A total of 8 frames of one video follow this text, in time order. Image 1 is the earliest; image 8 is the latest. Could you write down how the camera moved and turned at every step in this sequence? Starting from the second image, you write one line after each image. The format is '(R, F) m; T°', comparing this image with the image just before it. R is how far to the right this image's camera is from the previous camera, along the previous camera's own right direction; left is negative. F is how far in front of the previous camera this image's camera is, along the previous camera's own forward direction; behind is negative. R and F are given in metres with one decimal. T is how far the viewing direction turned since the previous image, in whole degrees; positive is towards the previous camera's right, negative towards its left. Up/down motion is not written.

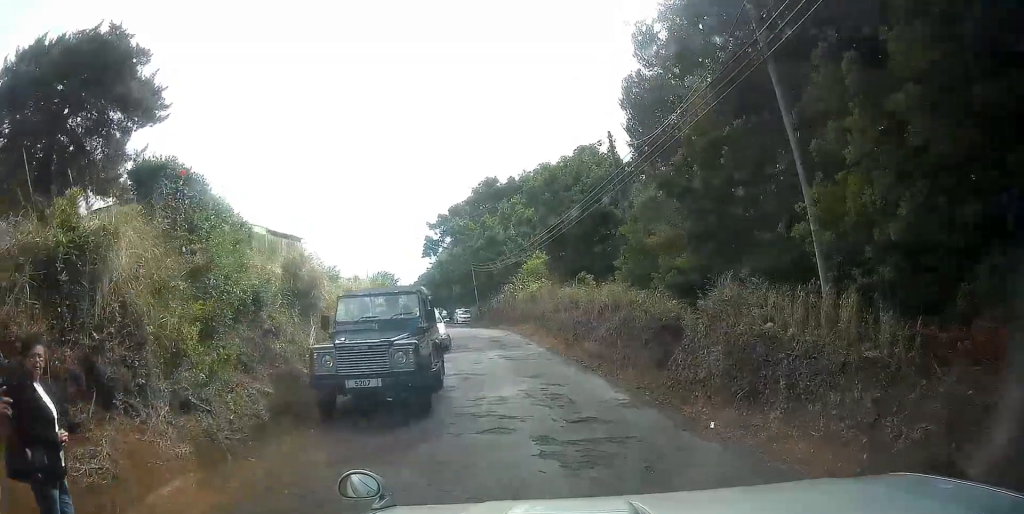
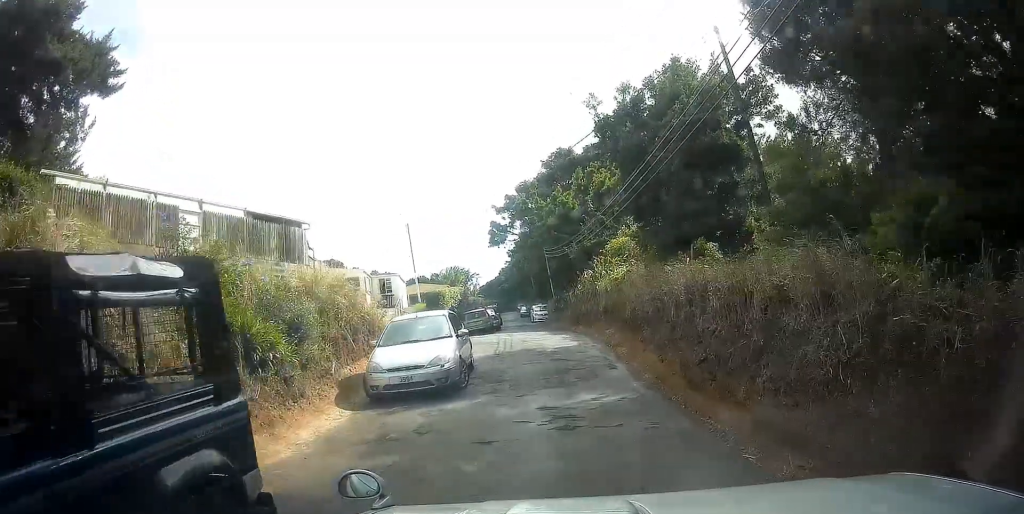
(-1.3, +8.8) m; -17°
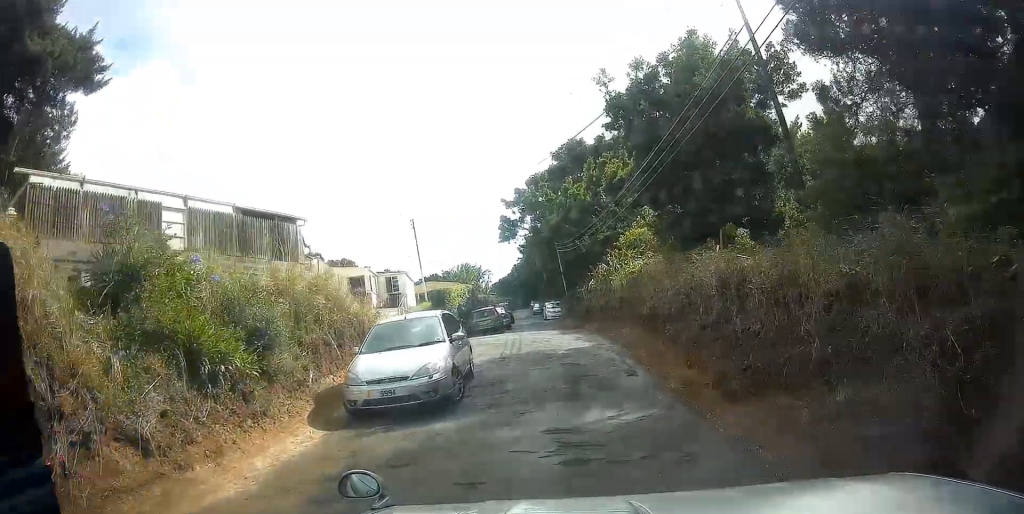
(0.0, +1.5) m; -2°
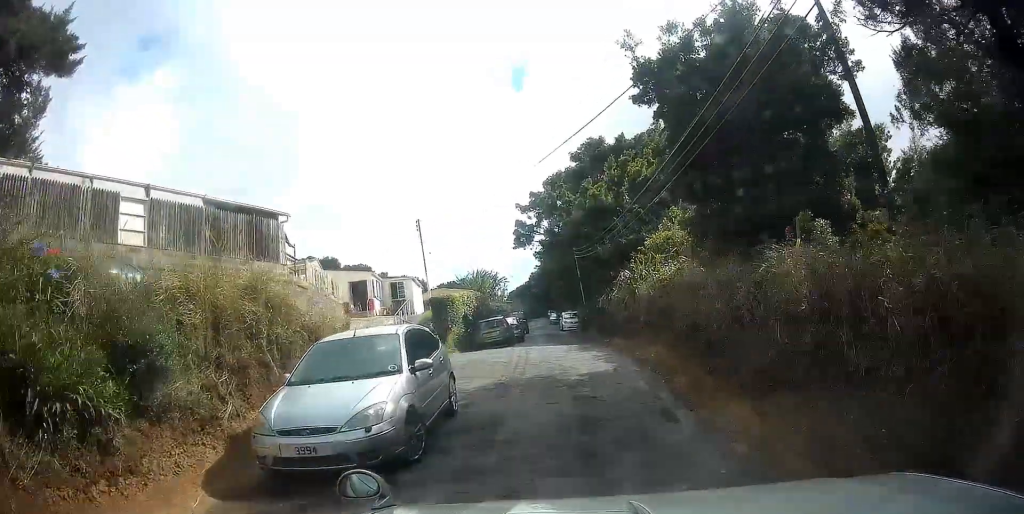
(-0.1, +2.9) m; -2°
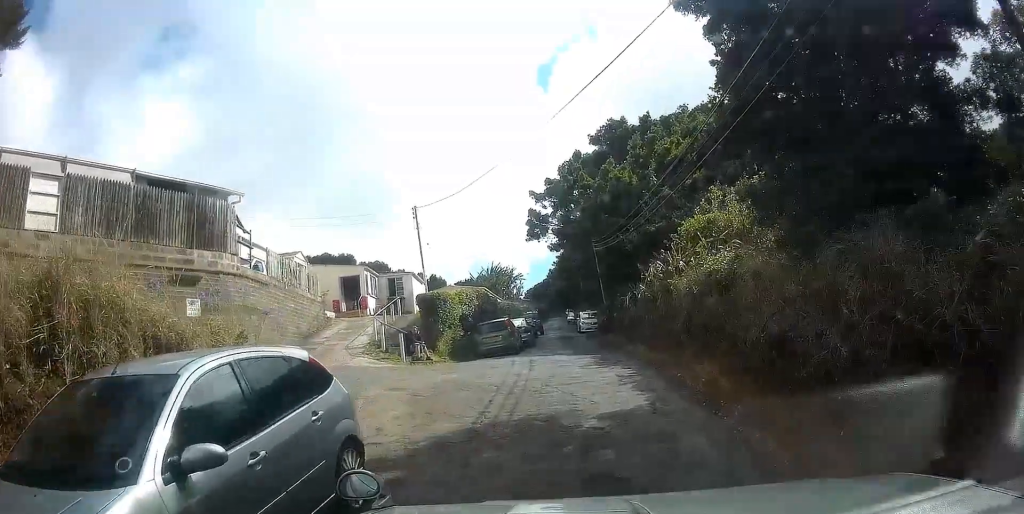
(0.0, +4.1) m; +1°
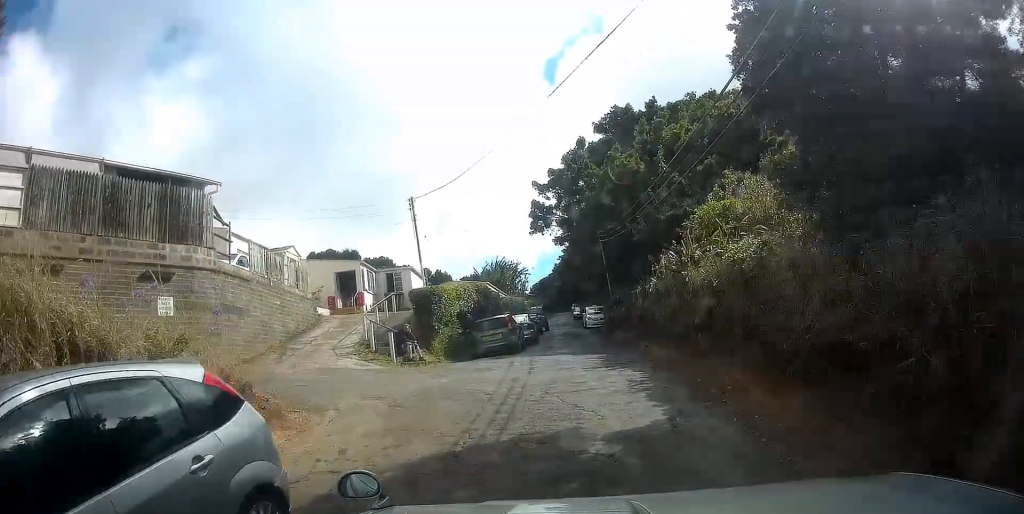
(0.0, +1.4) m; -1°
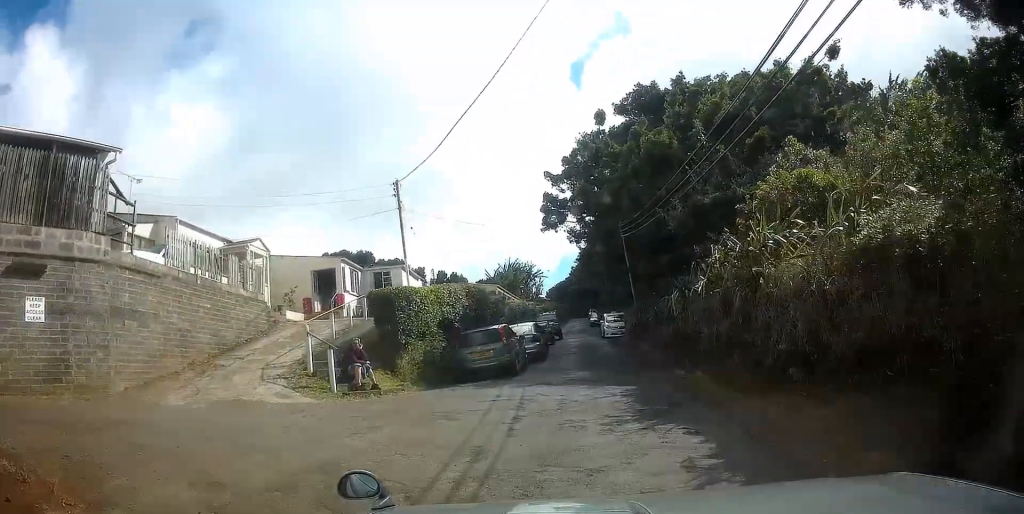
(-0.1, +4.5) m; -2°
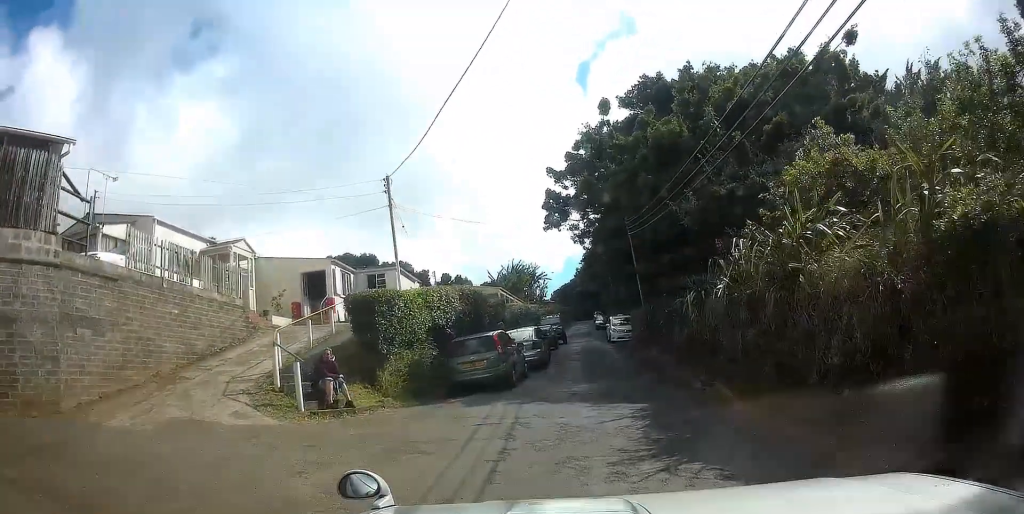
(0.0, +1.6) m; 0°
